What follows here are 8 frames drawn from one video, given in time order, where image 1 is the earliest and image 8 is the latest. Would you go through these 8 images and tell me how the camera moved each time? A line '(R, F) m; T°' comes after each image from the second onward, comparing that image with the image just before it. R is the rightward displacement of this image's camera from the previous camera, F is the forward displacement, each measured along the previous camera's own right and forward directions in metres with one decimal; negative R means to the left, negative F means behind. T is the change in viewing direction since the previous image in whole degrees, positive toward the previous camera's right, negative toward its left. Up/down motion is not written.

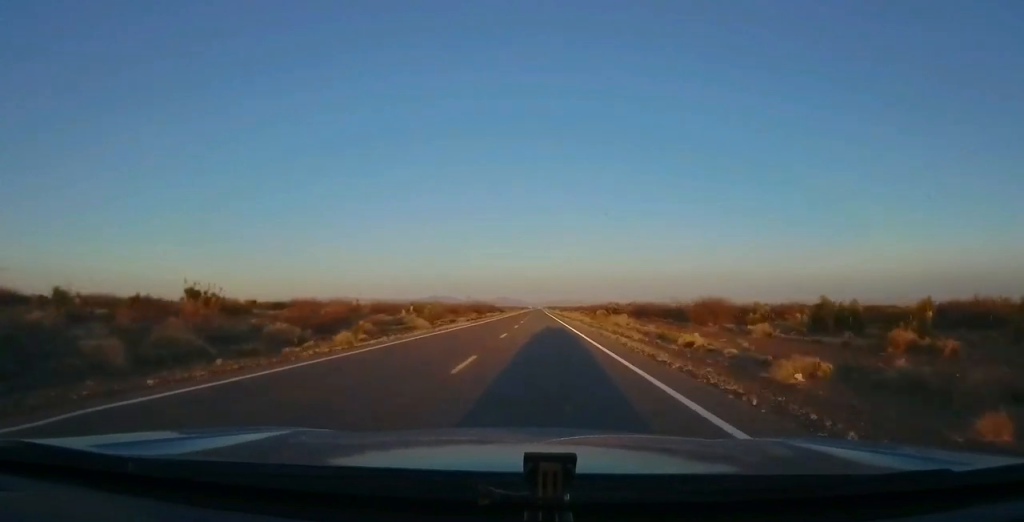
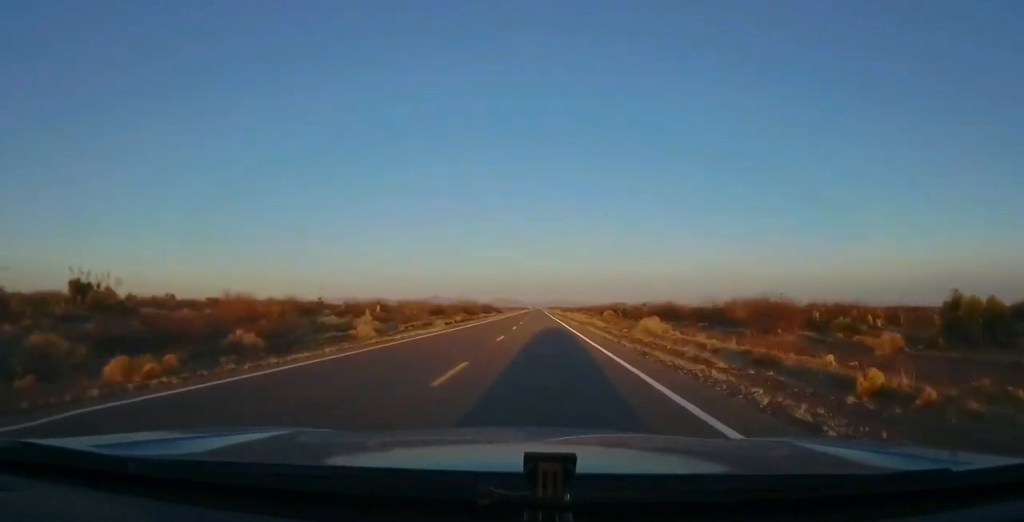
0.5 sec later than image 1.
(0.0, +13.6) m; +1°
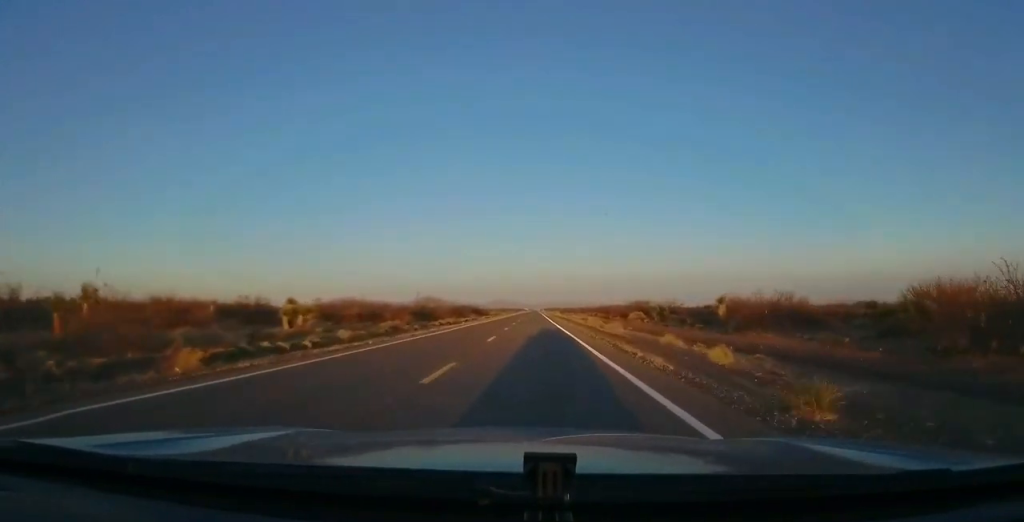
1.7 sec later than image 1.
(+1.0, +36.0) m; +1°
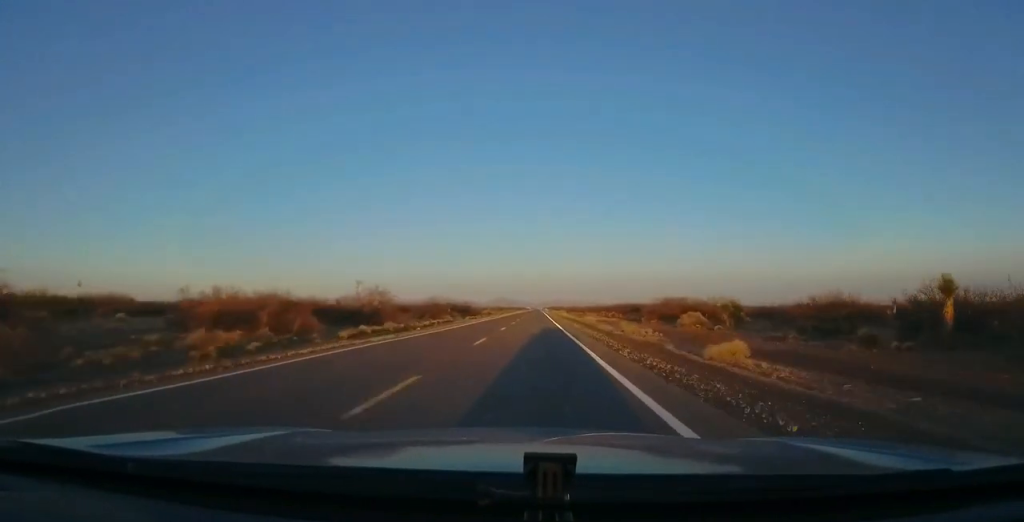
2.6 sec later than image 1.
(-0.5, +27.2) m; -1°
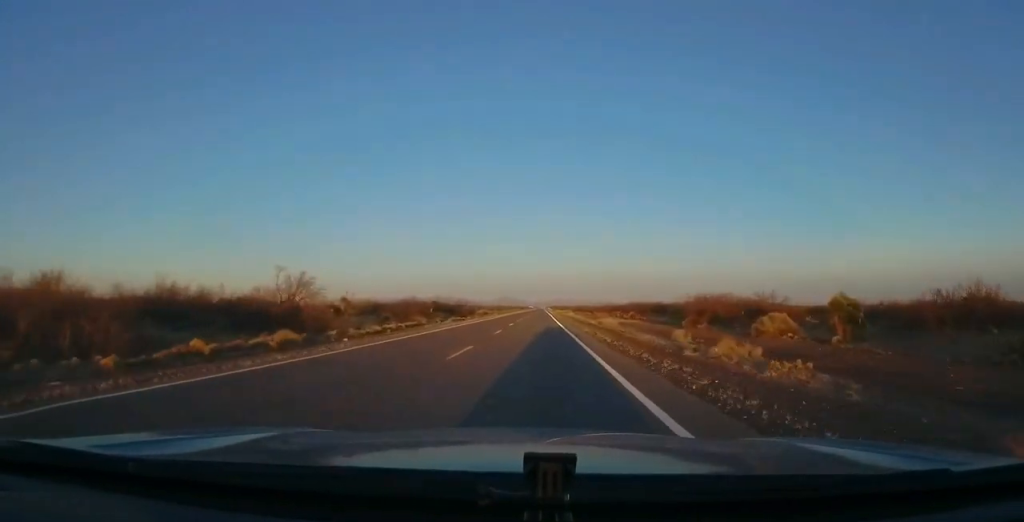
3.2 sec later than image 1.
(-0.1, +17.5) m; 0°
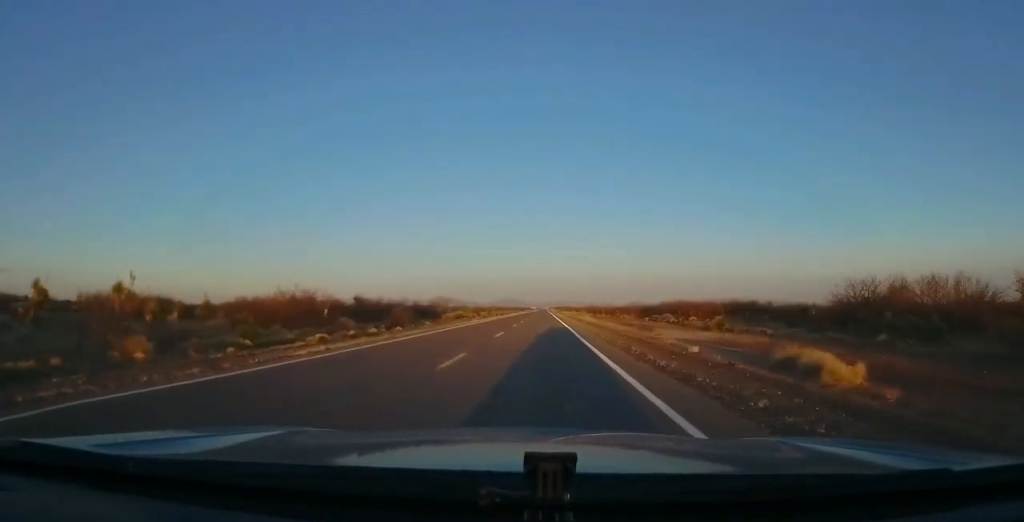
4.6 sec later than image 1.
(+0.1, +39.0) m; 0°
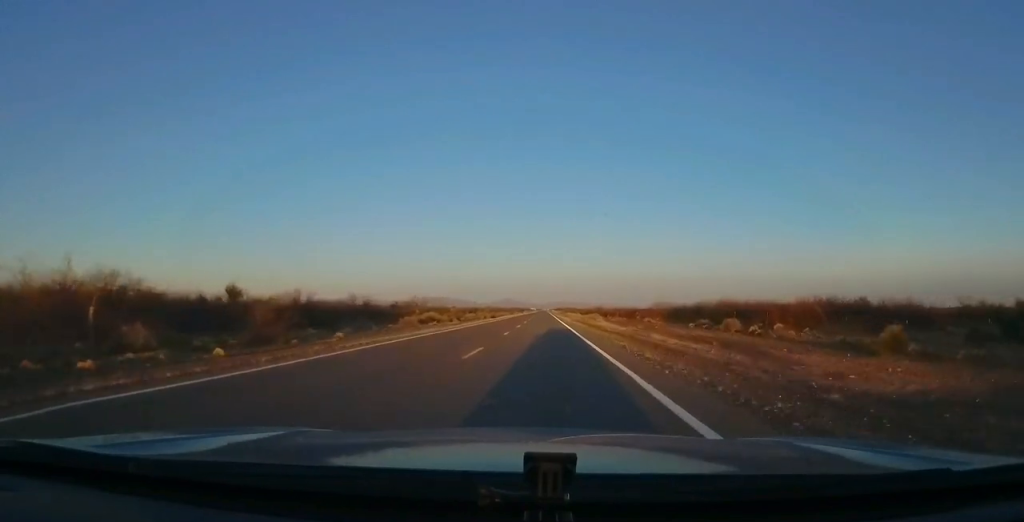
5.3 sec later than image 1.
(0.0, +22.4) m; 0°
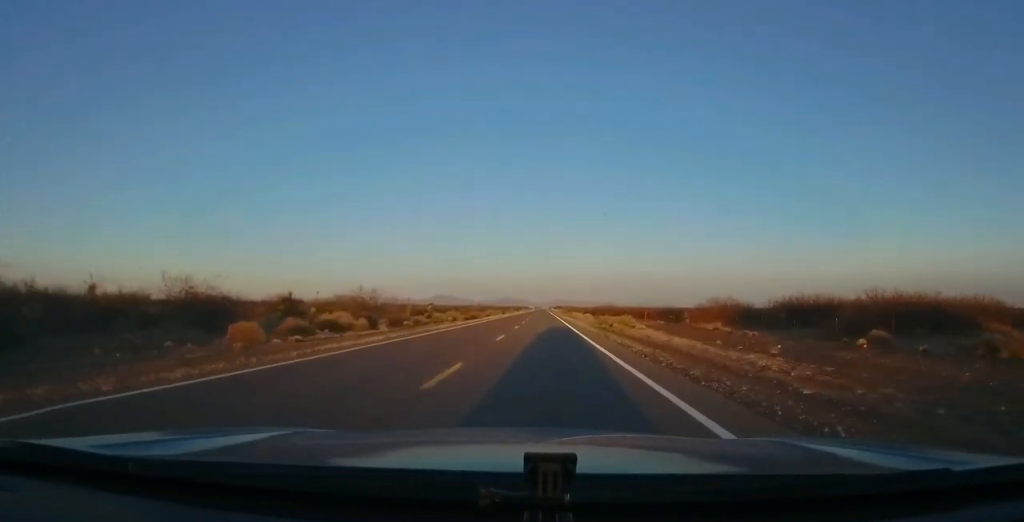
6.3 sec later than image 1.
(+0.3, +29.3) m; 0°
